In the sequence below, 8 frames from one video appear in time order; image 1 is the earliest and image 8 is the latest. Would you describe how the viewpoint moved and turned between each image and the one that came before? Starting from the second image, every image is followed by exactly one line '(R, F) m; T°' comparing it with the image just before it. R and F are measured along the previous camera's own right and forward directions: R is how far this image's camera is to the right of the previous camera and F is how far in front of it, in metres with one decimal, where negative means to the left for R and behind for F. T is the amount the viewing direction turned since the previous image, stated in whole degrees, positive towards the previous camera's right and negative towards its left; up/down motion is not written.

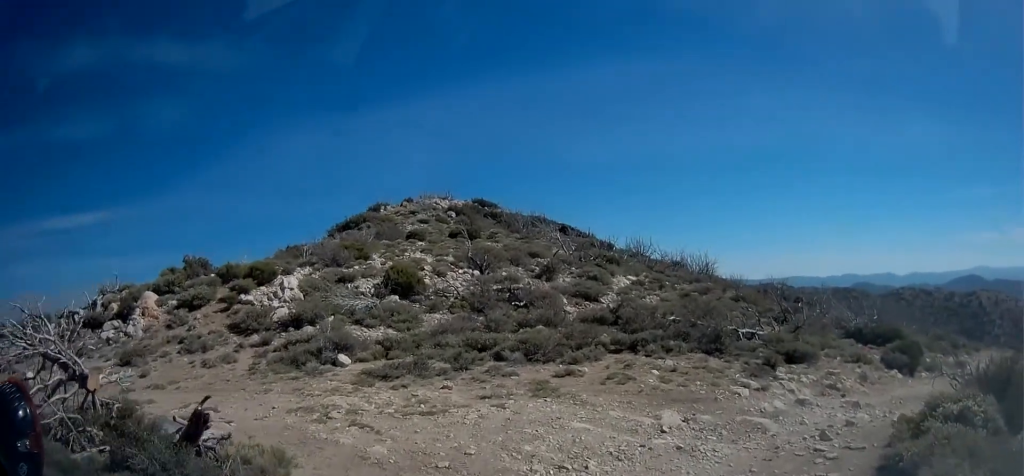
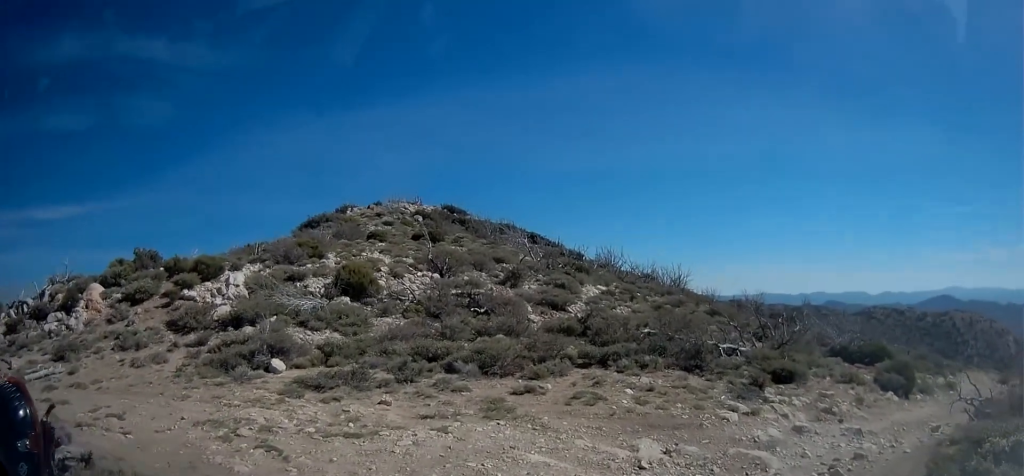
(-0.6, +1.8) m; +1°
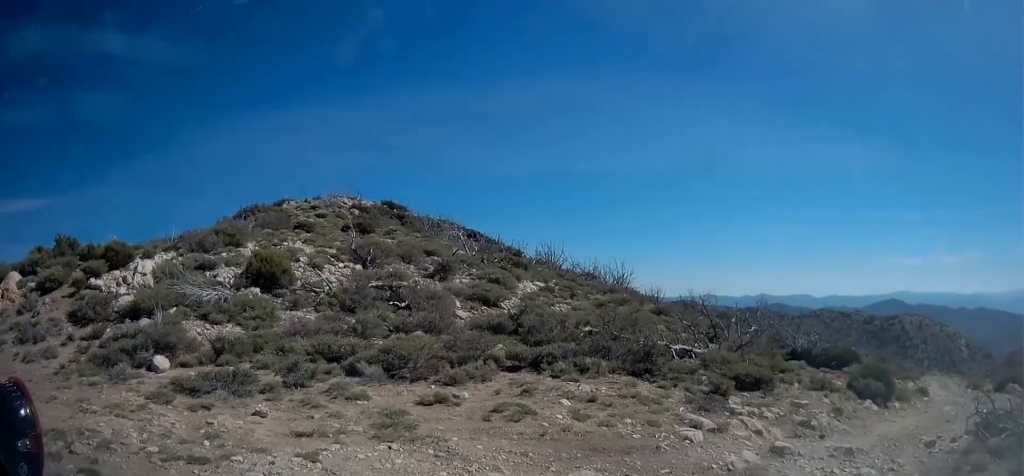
(+0.5, +2.2) m; +15°
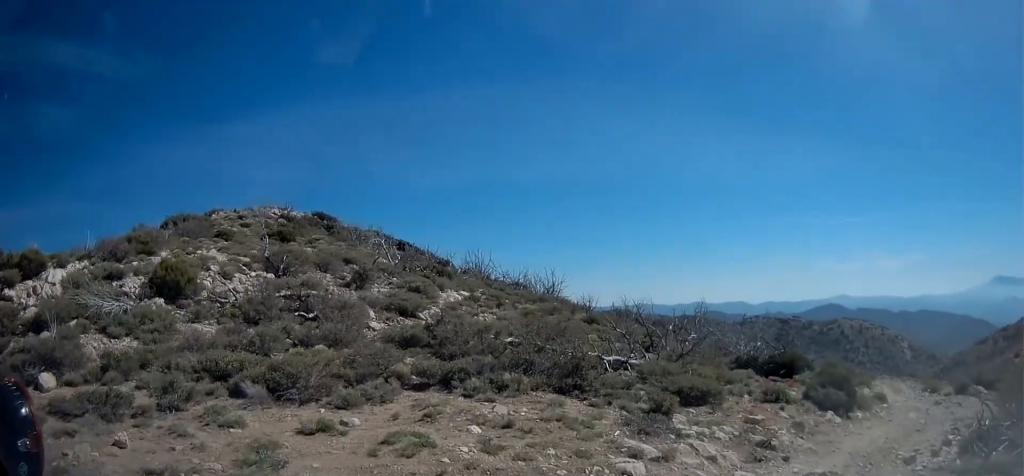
(+0.1, +1.9) m; +6°
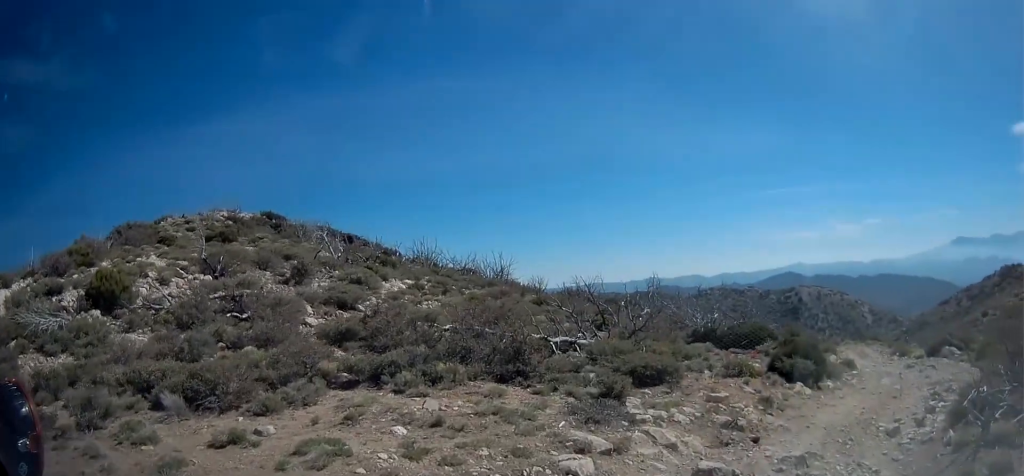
(0.0, +1.1) m; +2°
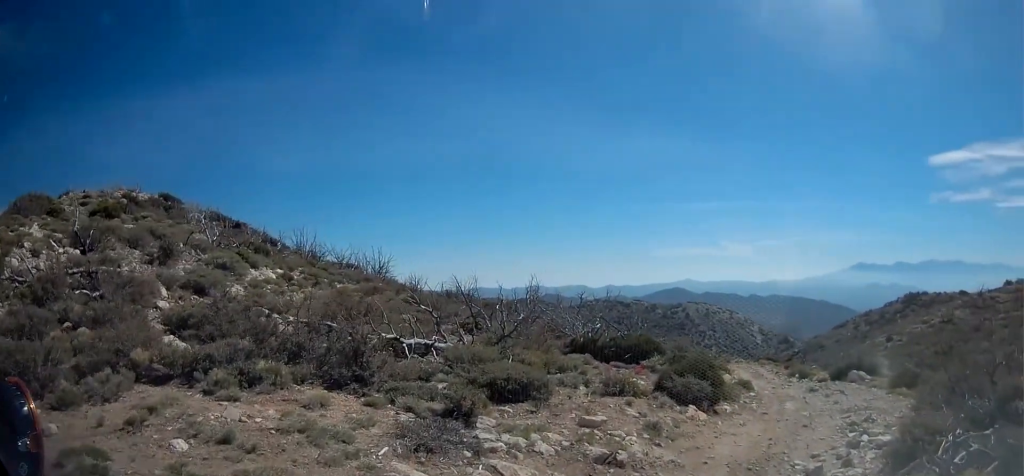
(+0.1, +1.9) m; +5°
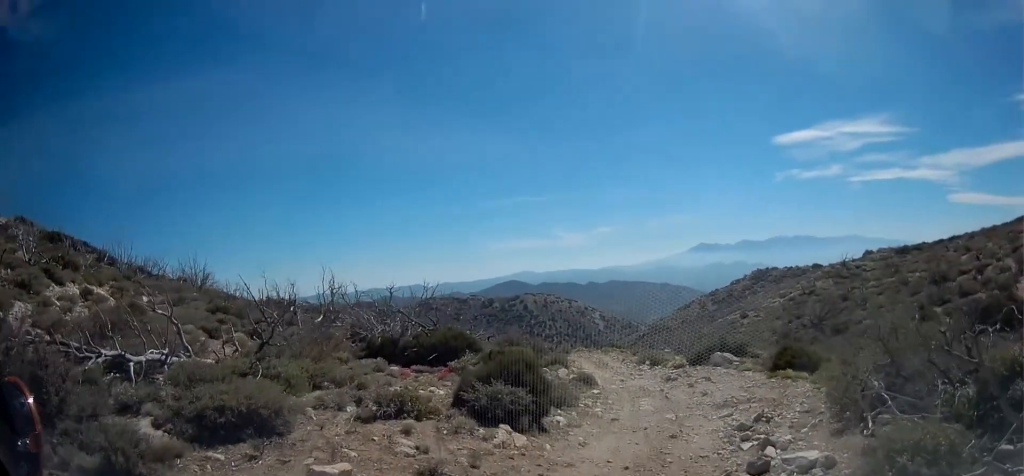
(+0.8, +3.7) m; +23°
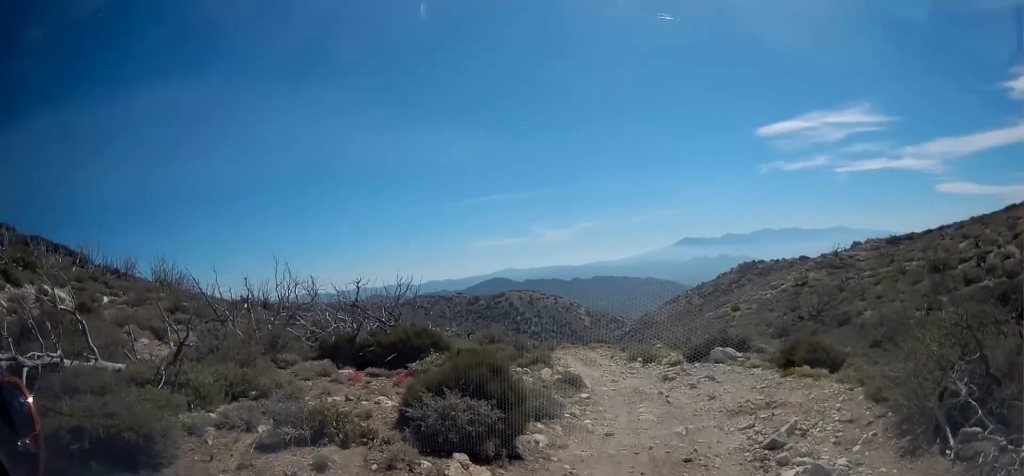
(-0.1, +2.2) m; -5°
